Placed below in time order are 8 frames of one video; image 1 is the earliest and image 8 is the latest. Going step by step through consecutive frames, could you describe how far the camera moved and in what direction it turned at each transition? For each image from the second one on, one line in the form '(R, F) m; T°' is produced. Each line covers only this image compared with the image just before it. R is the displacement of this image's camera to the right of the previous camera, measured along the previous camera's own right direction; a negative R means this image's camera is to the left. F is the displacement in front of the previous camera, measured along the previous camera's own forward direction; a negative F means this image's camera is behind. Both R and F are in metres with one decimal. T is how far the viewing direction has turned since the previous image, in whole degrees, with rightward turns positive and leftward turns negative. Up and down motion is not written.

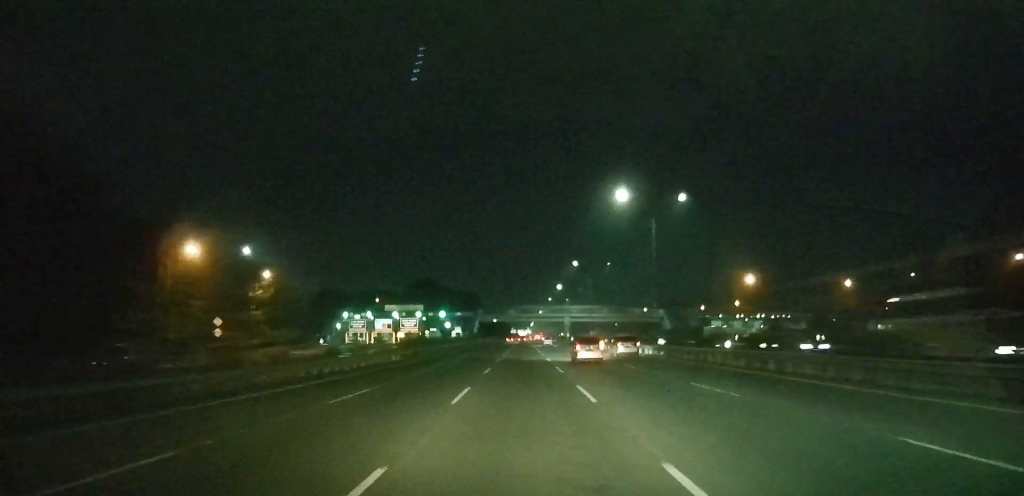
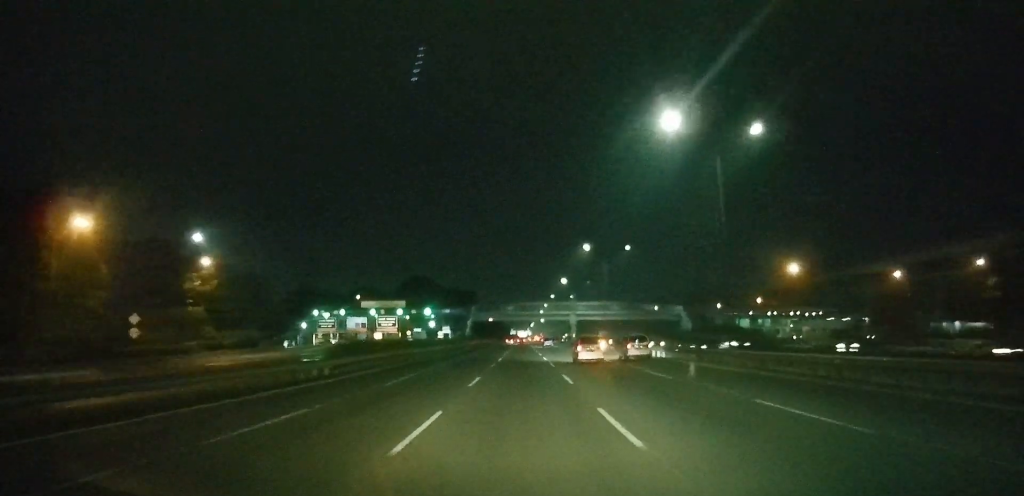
(-0.1, +21.3) m; 0°
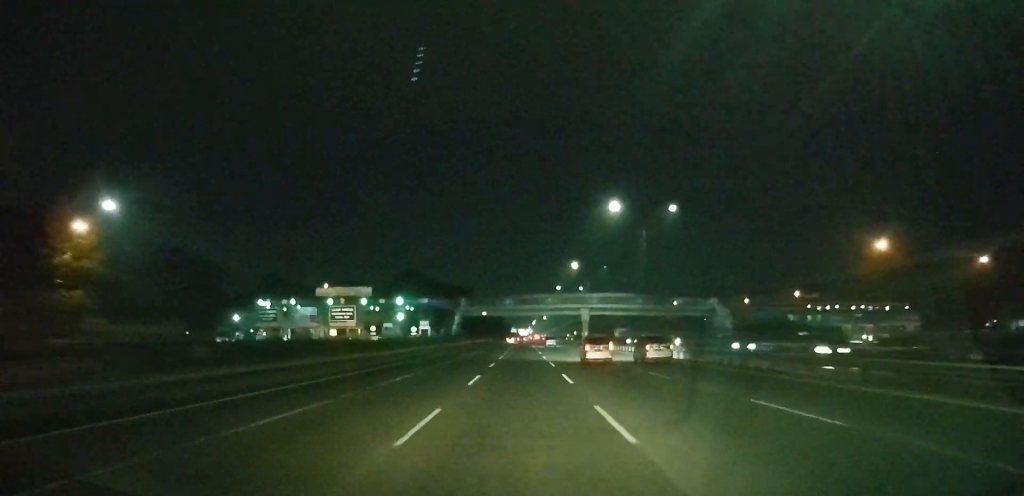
(0.0, +27.7) m; 0°
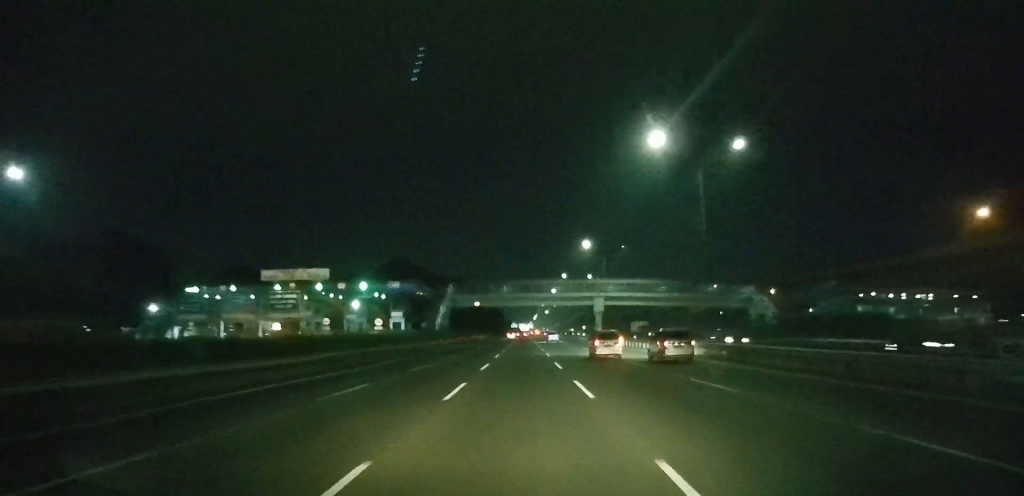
(0.0, +21.8) m; 0°
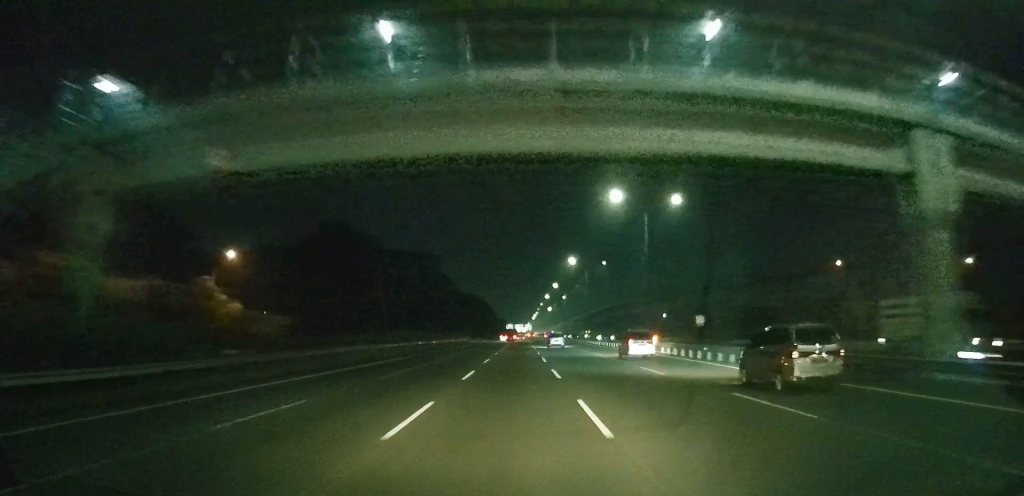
(-0.1, +98.1) m; 0°
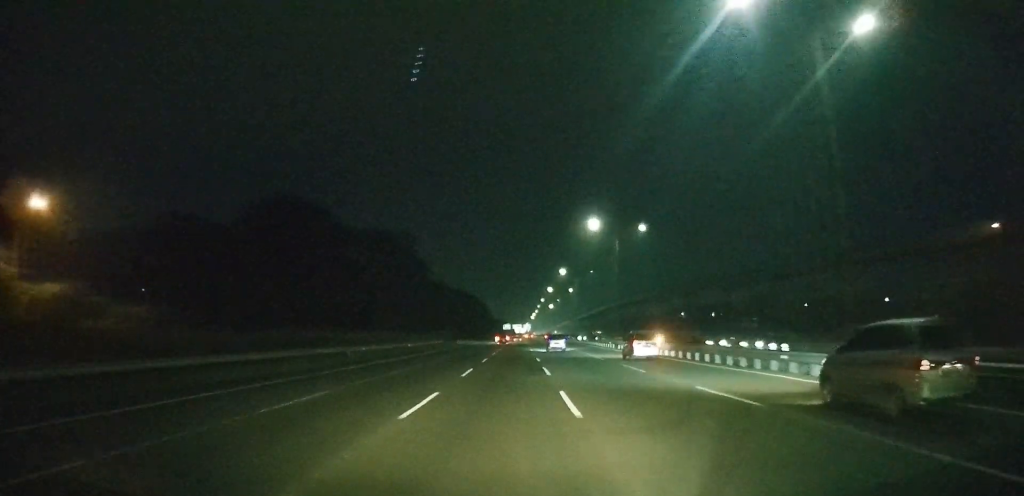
(+0.1, +38.3) m; 0°
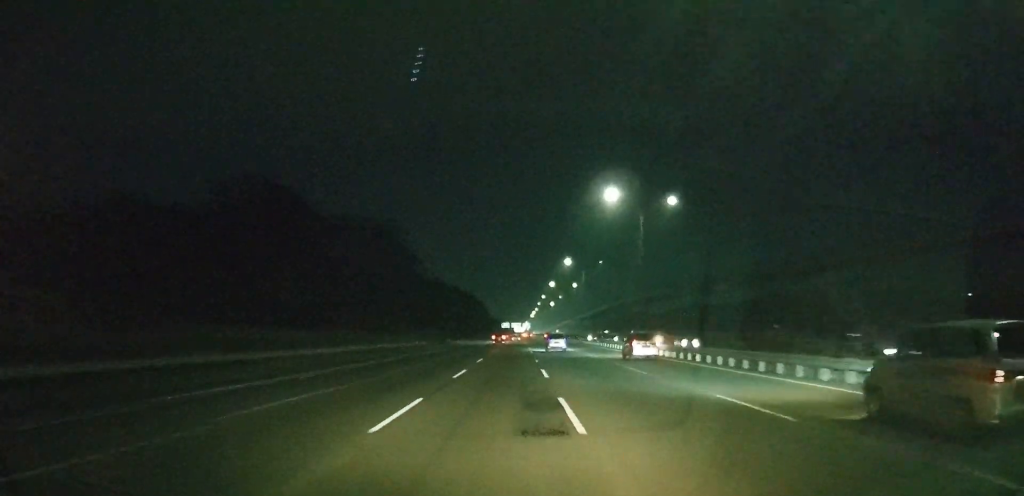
(0.0, +16.2) m; 0°
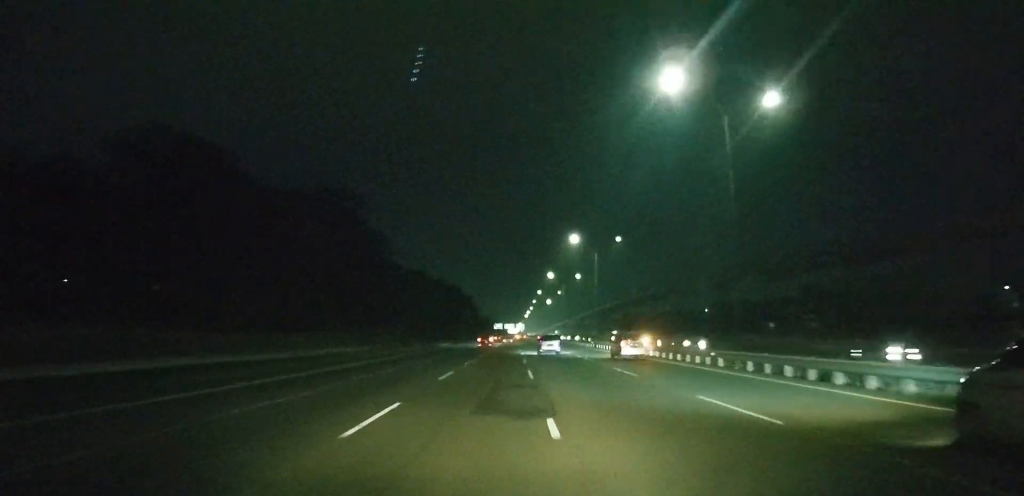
(0.0, +25.8) m; 0°
